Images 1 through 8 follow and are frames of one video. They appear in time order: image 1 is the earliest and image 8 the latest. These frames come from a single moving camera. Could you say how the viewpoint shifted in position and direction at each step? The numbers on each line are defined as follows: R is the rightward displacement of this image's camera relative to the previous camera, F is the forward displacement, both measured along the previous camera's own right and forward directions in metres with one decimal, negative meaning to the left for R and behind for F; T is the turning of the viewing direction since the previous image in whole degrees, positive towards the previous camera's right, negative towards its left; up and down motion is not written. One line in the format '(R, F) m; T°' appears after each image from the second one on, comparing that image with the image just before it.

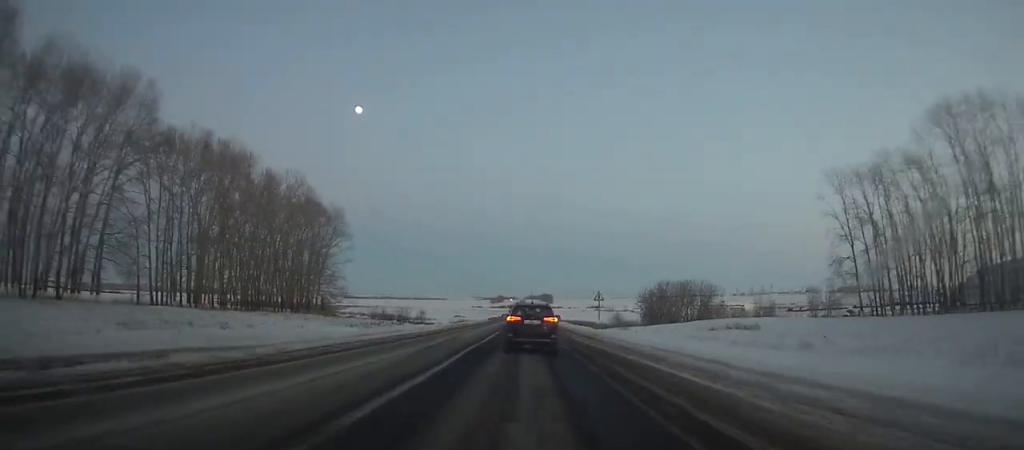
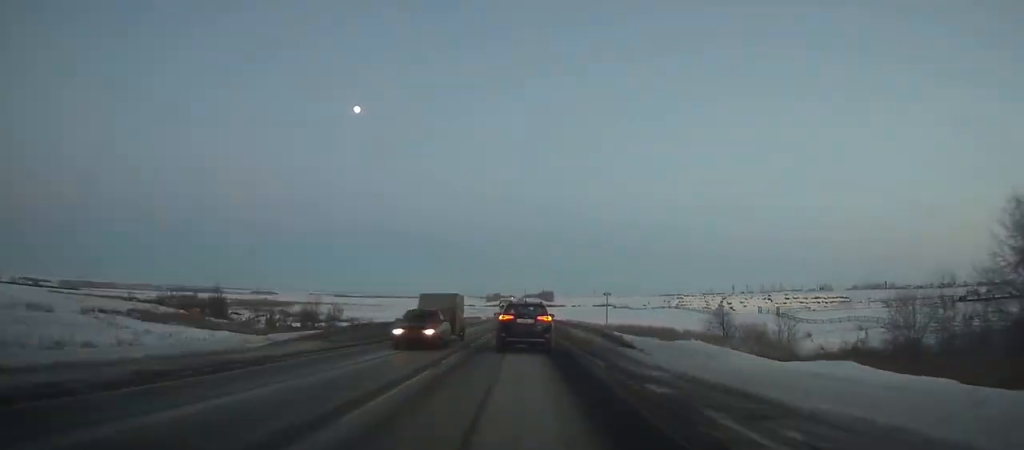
(-0.2, +98.3) m; 0°
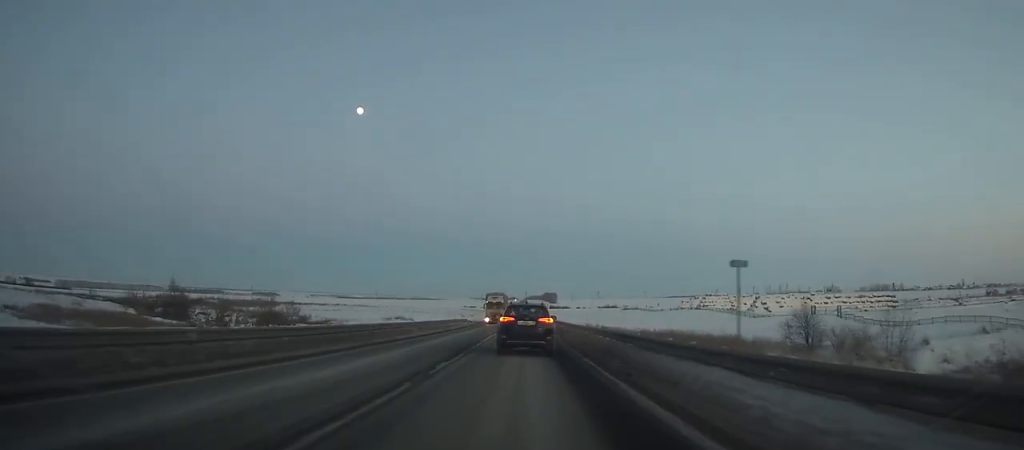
(+0.1, +25.4) m; 0°
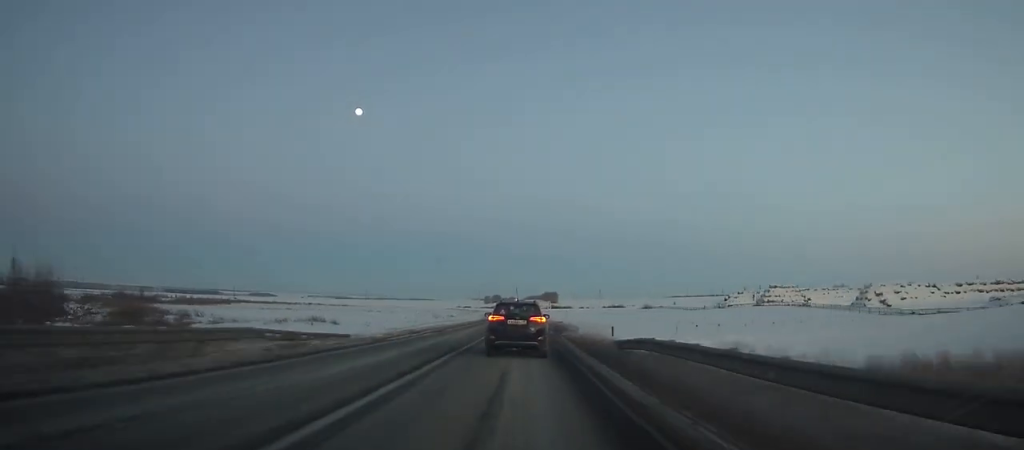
(+0.1, +54.8) m; 0°
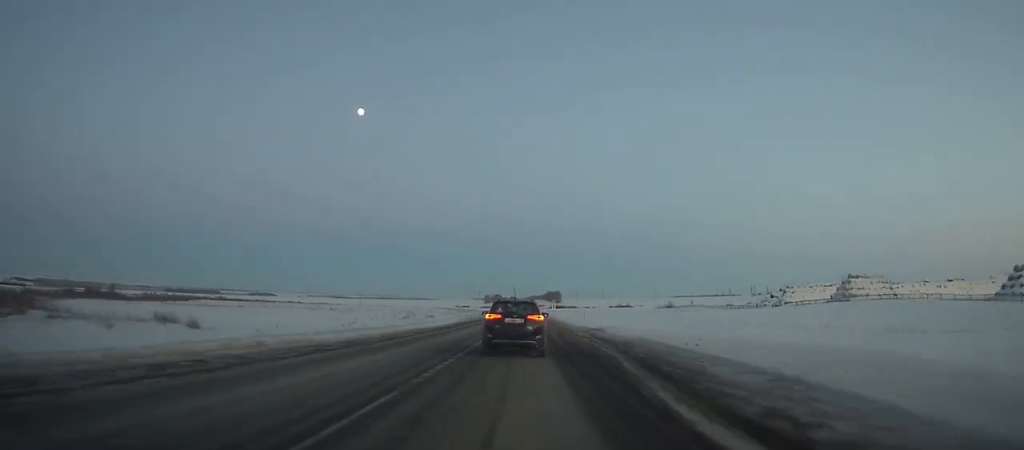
(0.0, +39.3) m; 0°
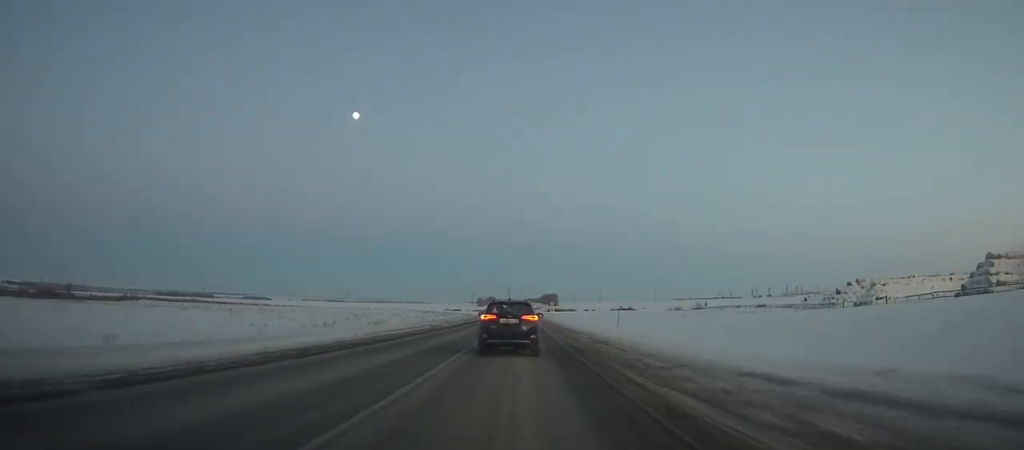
(-0.1, +41.4) m; 0°
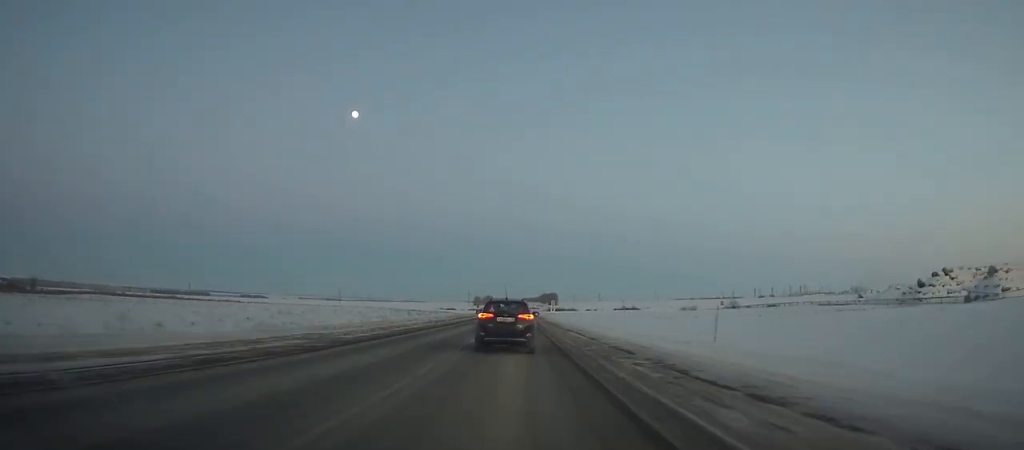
(0.0, +31.6) m; 0°
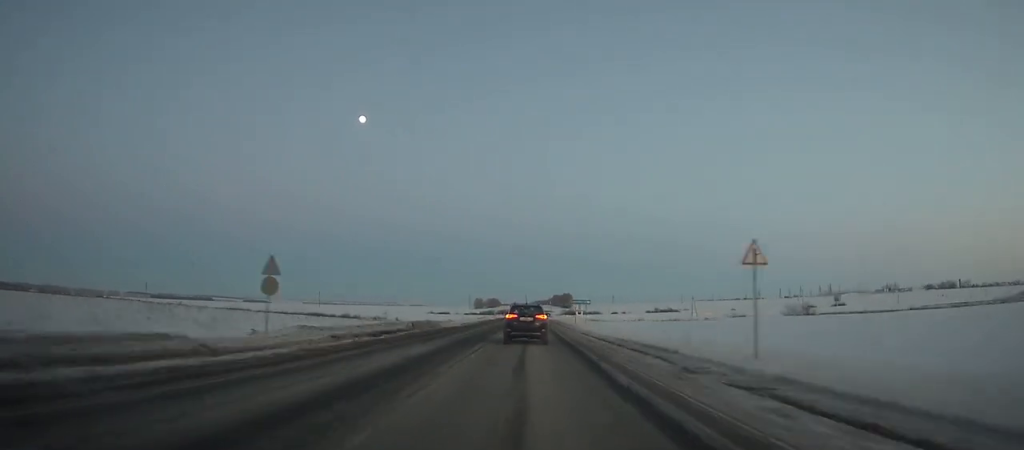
(-0.2, +116.6) m; 0°
